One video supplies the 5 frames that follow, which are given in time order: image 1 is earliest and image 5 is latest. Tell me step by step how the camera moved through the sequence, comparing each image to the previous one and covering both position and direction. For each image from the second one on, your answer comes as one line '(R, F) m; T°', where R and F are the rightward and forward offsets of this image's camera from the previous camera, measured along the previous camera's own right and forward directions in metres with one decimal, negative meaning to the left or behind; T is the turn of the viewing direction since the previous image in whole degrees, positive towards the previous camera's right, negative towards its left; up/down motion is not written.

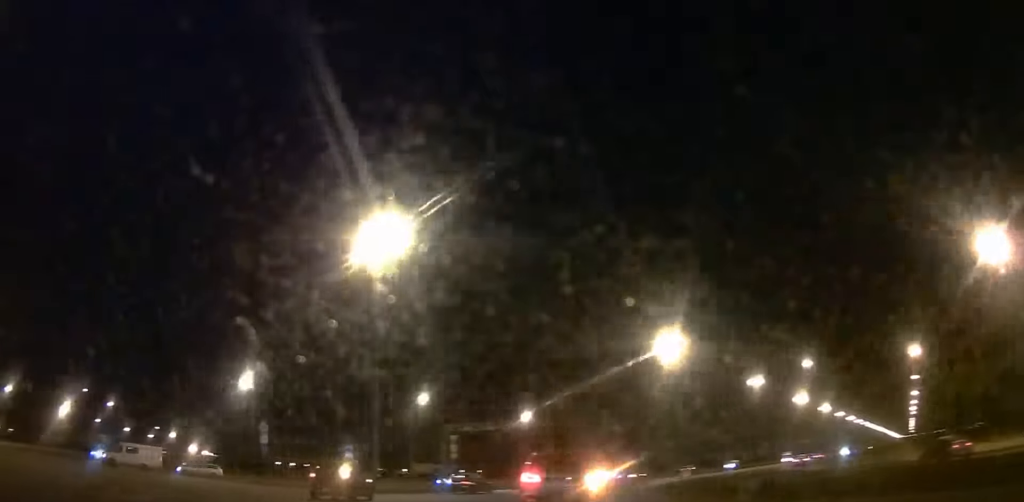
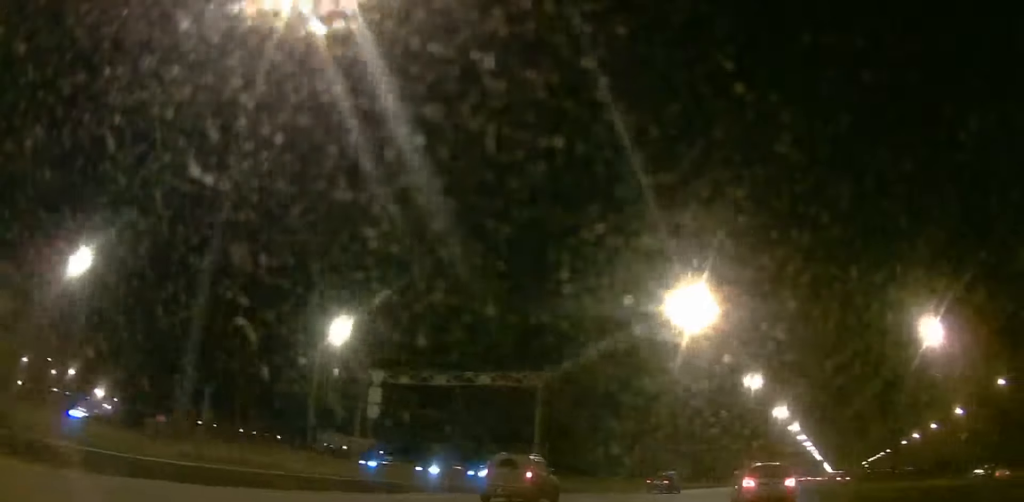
(0.0, +28.0) m; 0°
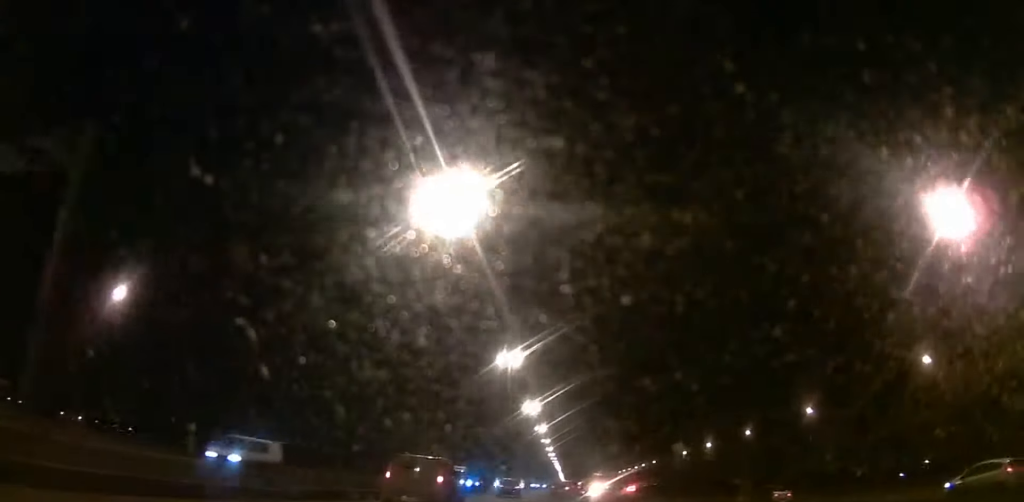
(0.0, +28.7) m; +1°
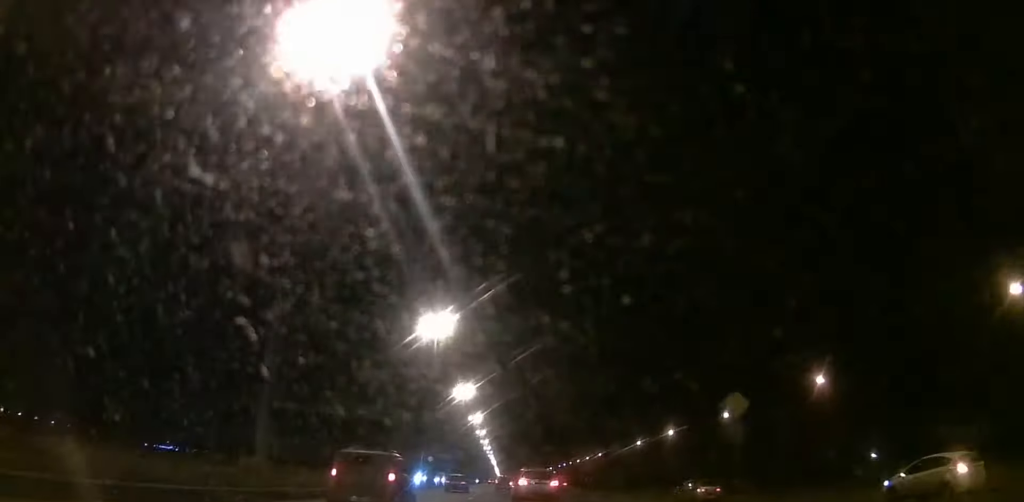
(+0.5, +18.8) m; +2°
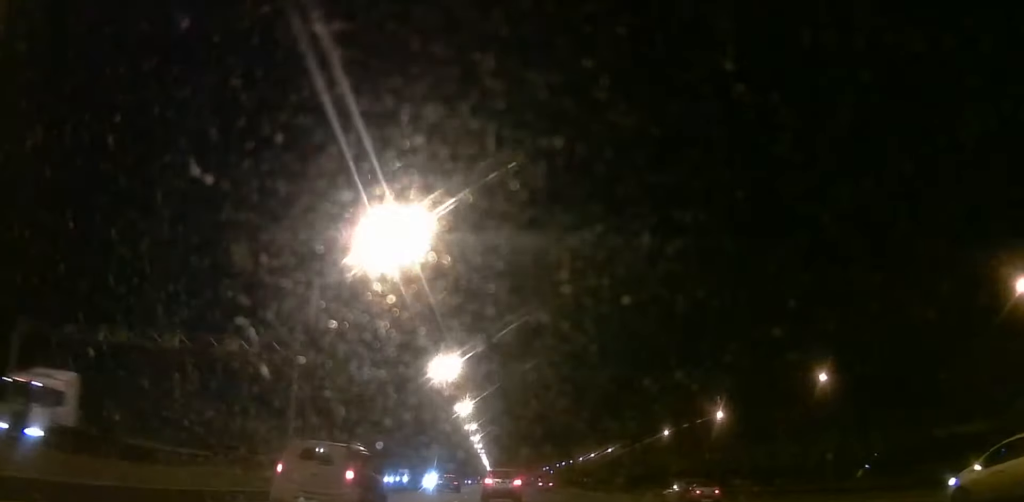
(+0.6, +30.3) m; +2°
